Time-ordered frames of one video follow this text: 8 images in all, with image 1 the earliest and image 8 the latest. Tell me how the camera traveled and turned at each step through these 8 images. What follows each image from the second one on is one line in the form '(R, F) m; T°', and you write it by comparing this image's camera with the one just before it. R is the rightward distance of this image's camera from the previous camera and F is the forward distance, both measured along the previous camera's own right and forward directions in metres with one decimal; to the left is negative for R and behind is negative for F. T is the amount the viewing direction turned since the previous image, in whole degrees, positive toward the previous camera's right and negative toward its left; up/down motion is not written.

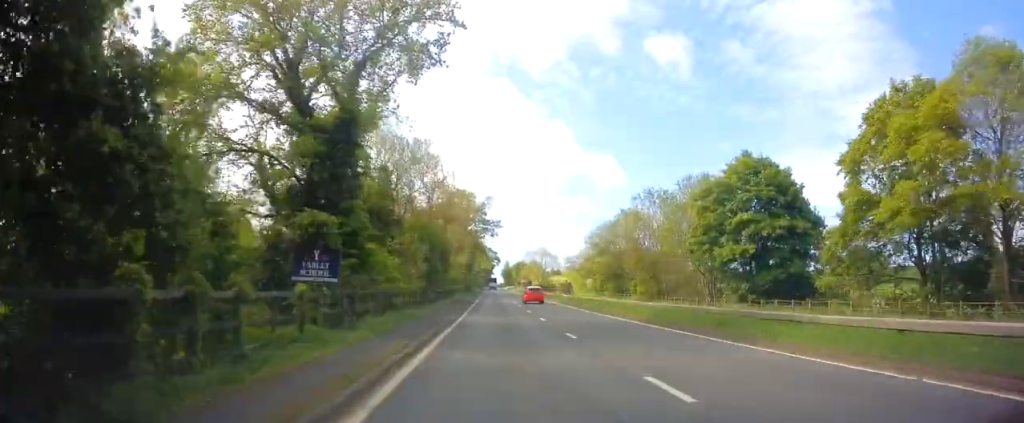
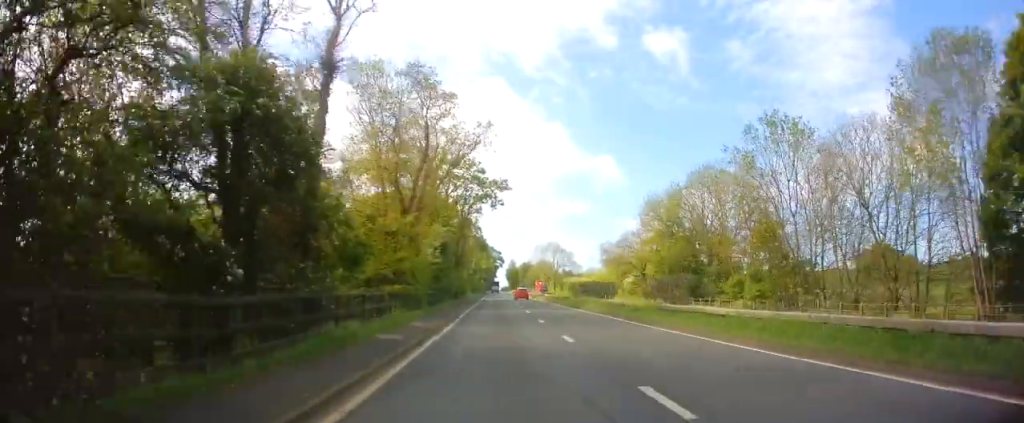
(+0.6, +35.8) m; +1°
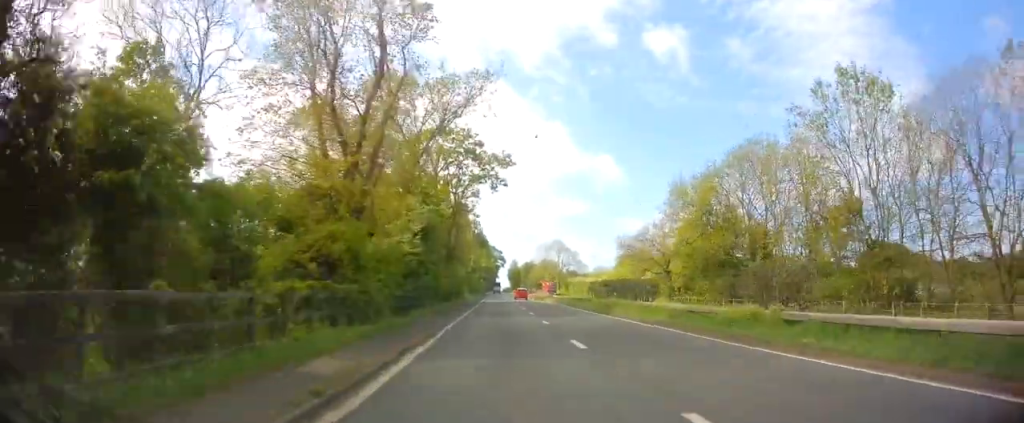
(+0.1, +10.6) m; -1°
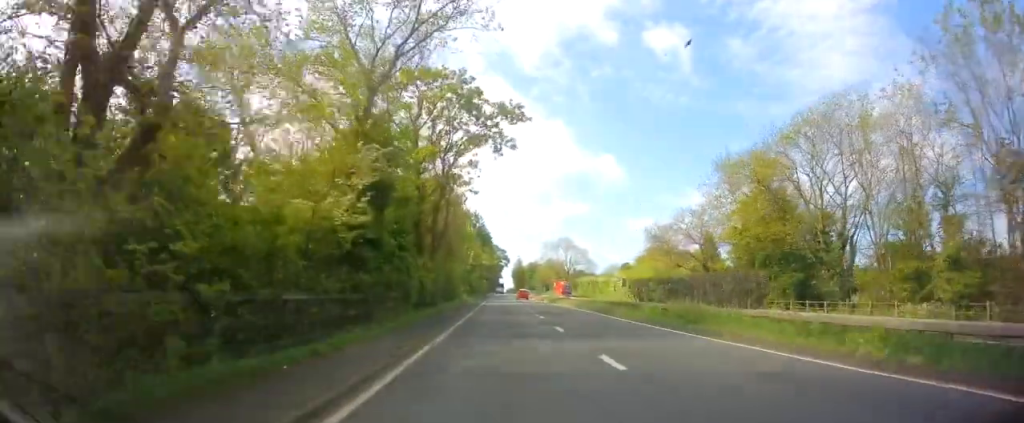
(0.0, +12.4) m; -1°
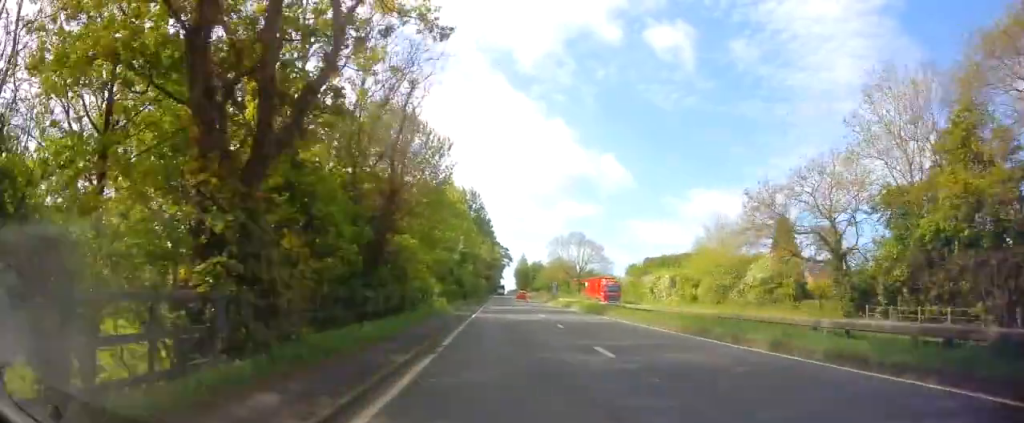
(-0.3, +24.0) m; -1°
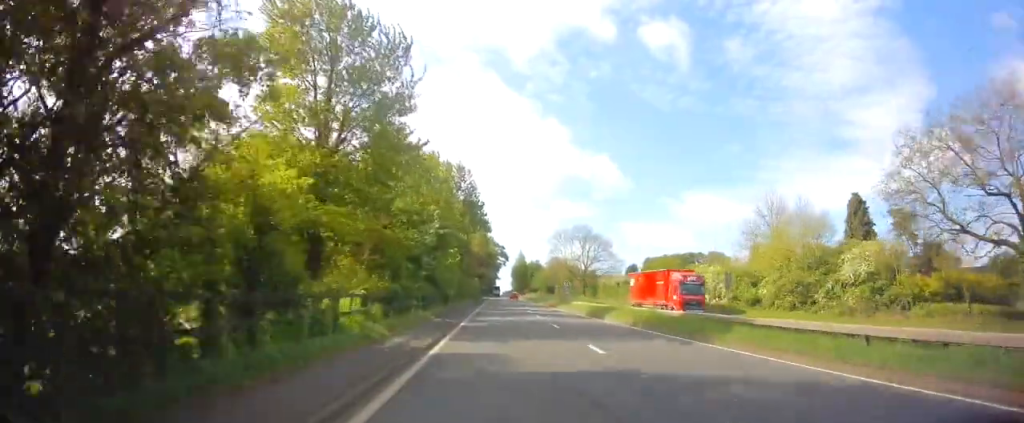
(0.0, +16.5) m; +1°
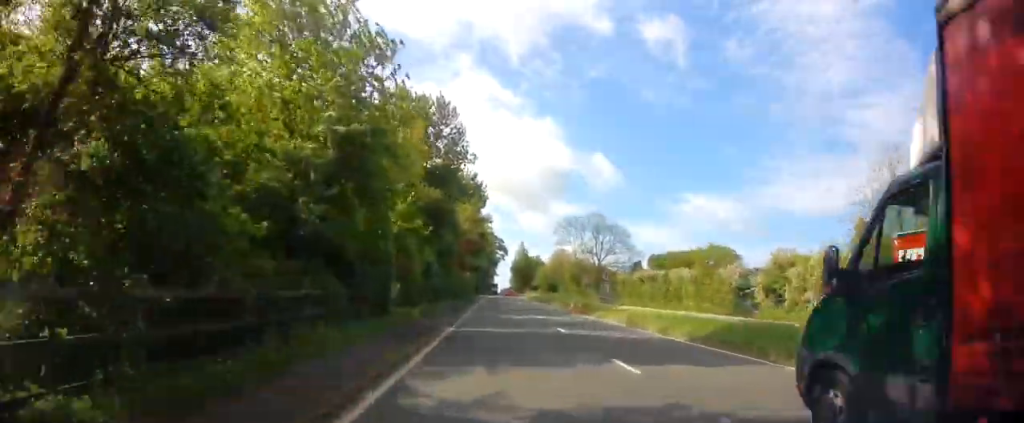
(+0.2, +20.6) m; +1°
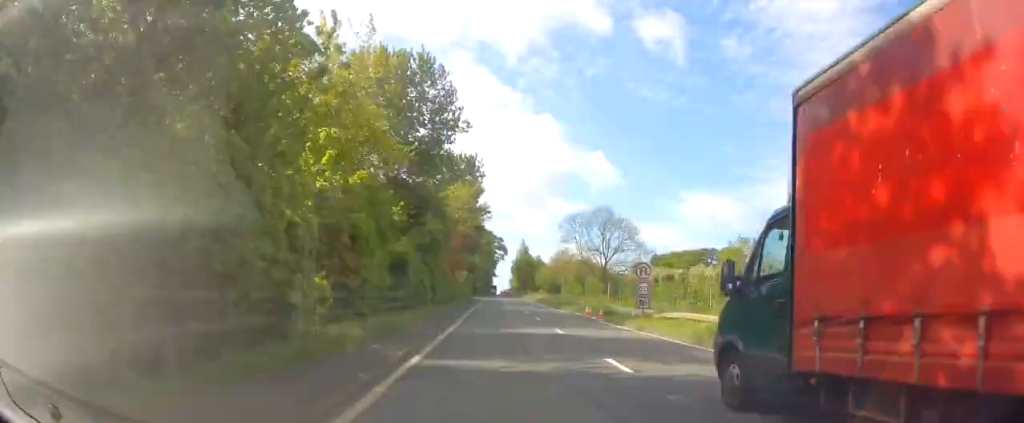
(+0.1, +8.4) m; 0°
